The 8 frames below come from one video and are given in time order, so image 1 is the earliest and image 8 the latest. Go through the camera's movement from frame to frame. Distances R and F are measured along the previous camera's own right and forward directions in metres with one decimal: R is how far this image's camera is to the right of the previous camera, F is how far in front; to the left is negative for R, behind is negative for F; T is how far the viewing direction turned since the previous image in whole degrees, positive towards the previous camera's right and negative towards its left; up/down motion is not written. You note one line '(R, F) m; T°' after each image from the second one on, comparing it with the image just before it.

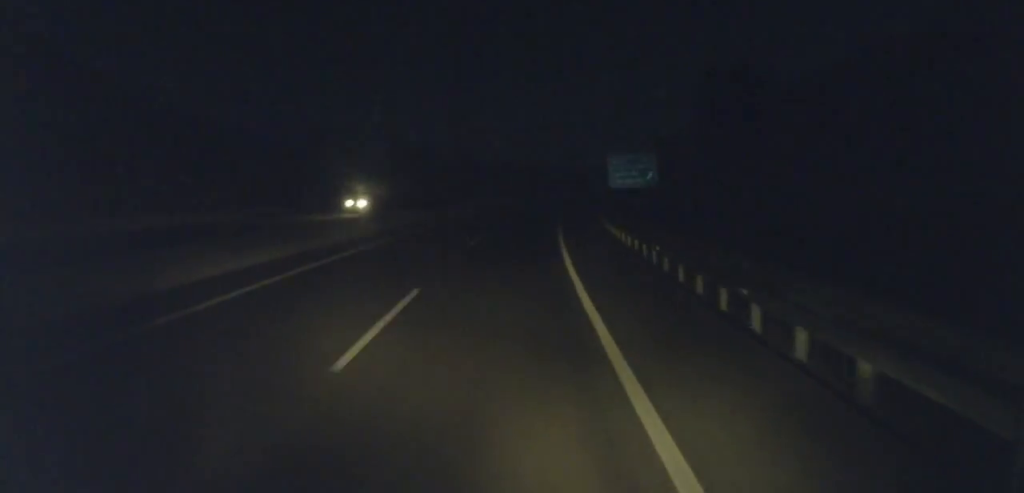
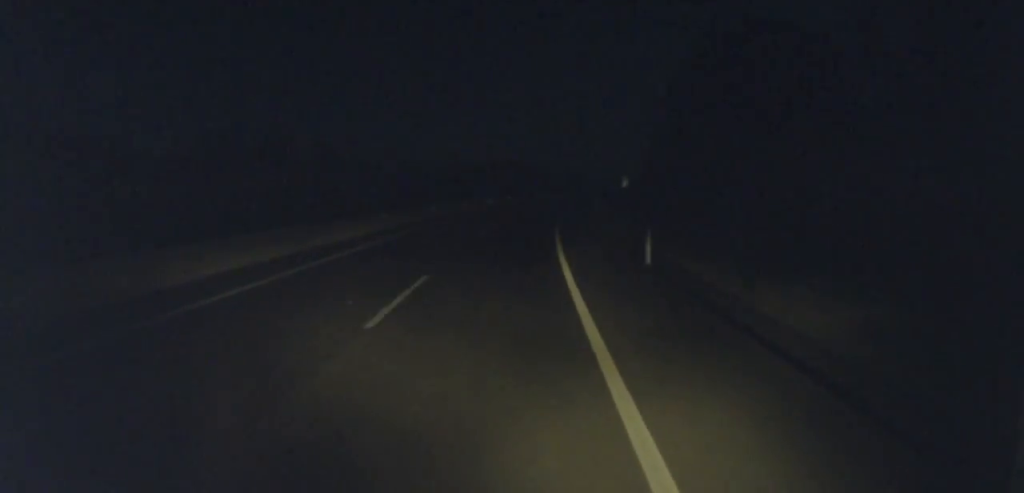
(+12.7, +98.2) m; +15°
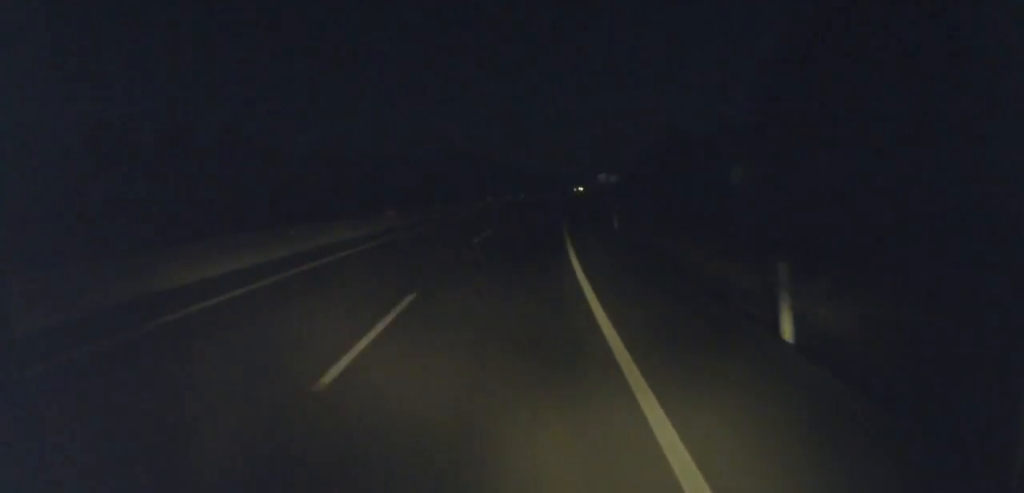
(+2.4, +37.3) m; +4°
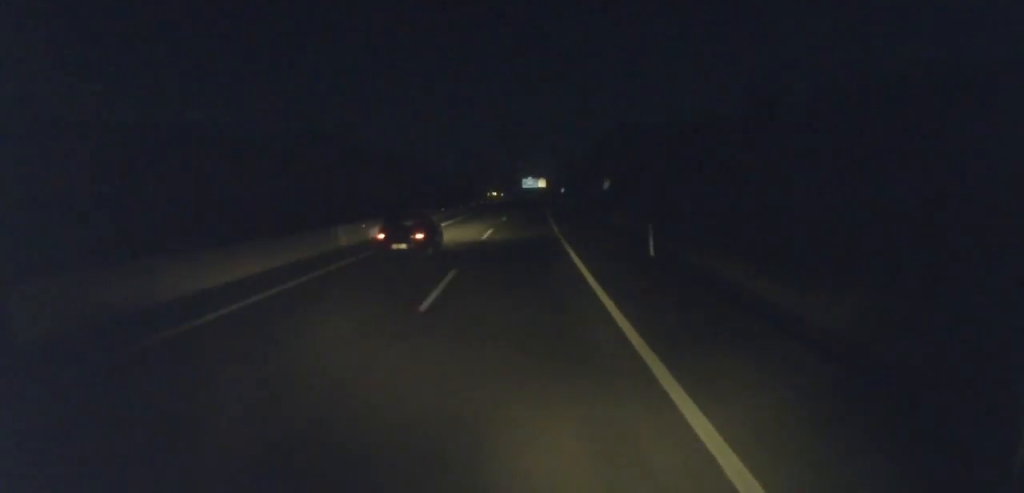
(+3.9, +63.8) m; +6°
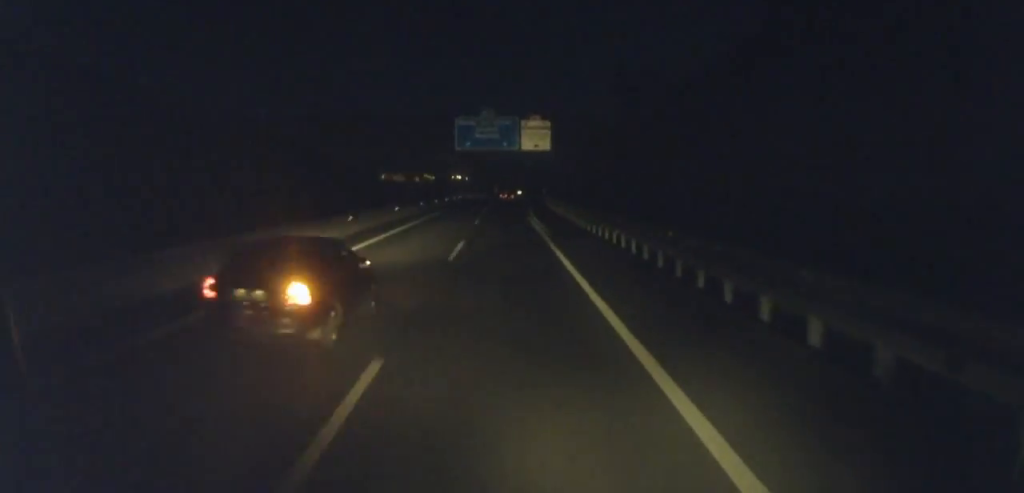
(+11.6, +196.6) m; +4°
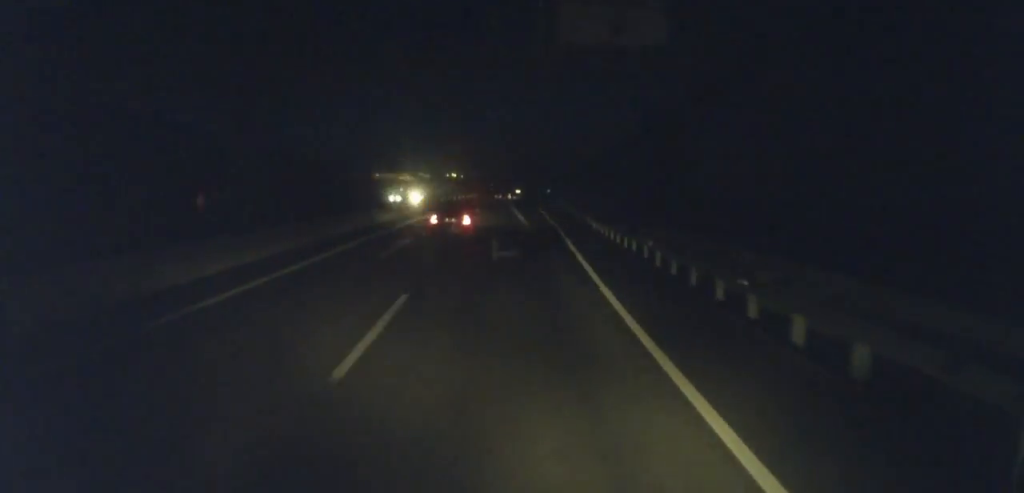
(+0.1, +45.7) m; 0°
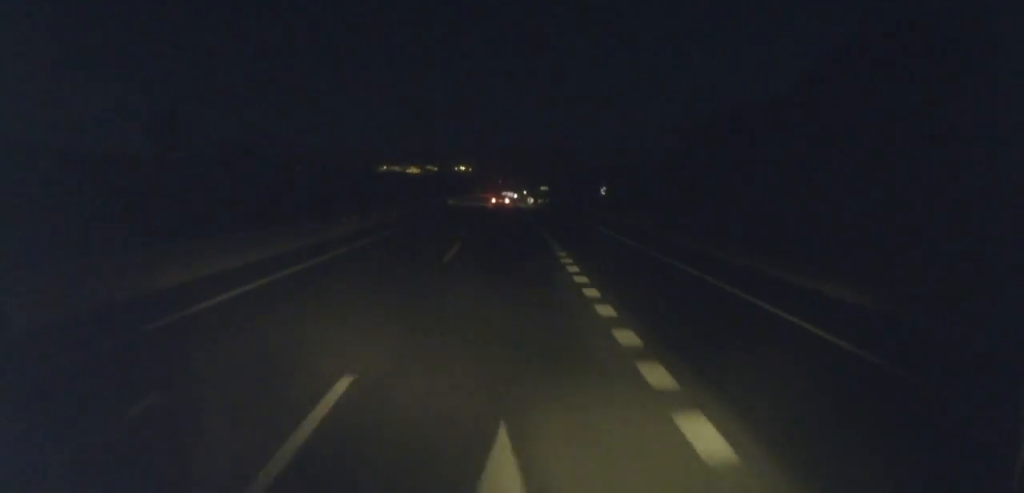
(-0.5, +91.6) m; 0°
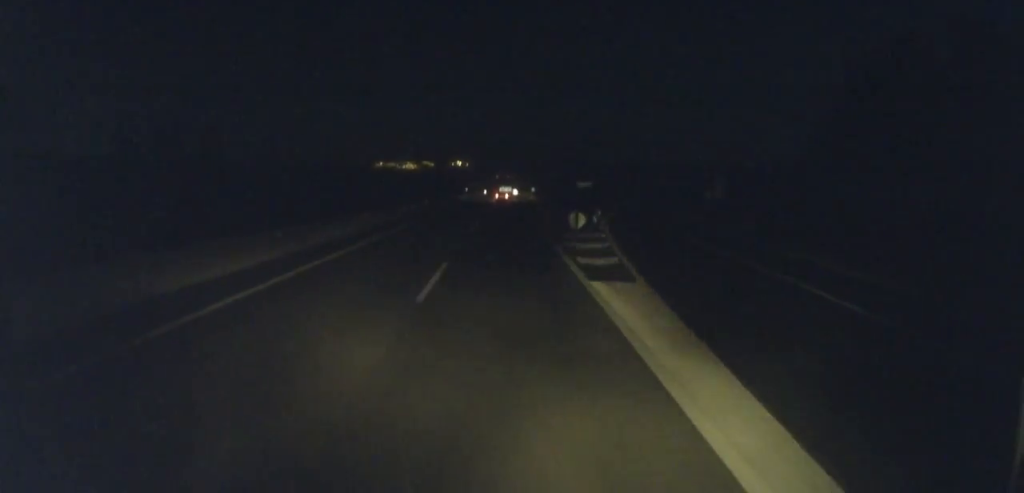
(0.0, +58.0) m; 0°
